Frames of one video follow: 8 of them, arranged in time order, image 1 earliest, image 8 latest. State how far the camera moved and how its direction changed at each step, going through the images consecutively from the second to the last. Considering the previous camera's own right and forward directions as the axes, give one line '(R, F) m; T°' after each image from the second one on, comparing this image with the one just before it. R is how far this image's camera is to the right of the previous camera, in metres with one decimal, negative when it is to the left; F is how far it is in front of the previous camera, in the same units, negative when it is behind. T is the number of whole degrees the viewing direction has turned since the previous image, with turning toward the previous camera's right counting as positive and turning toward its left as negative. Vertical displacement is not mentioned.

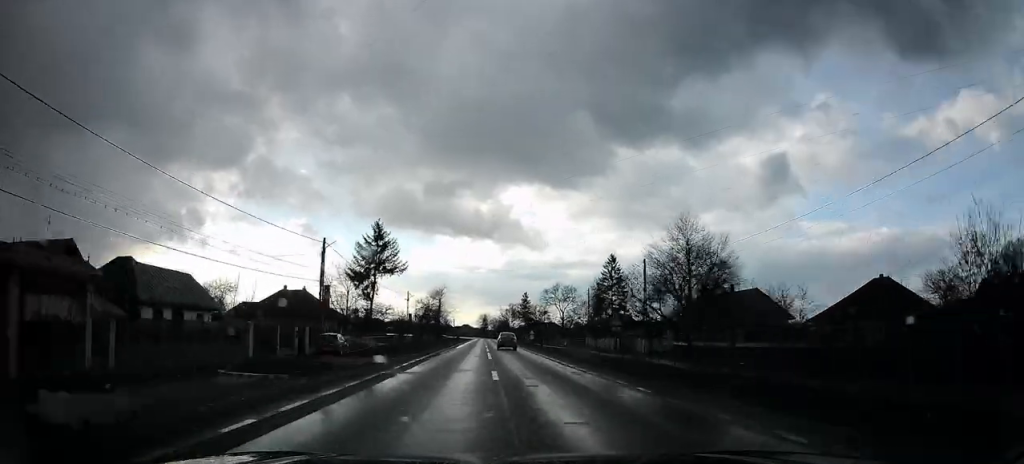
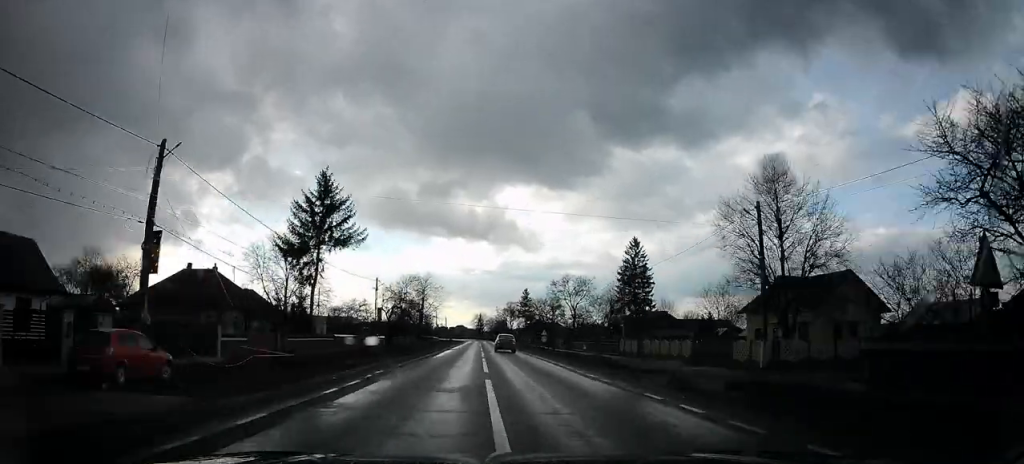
(-0.1, +20.1) m; 0°
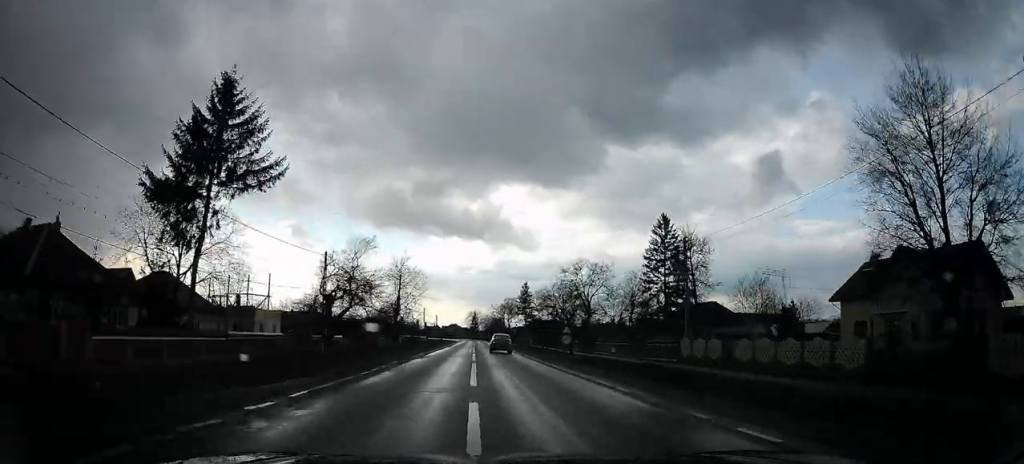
(-0.1, +17.6) m; +1°
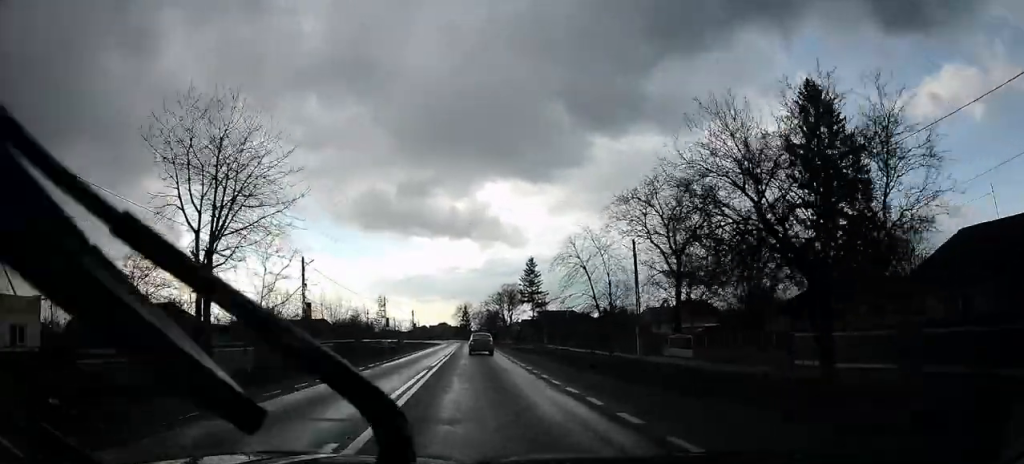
(+0.1, +40.5) m; -2°
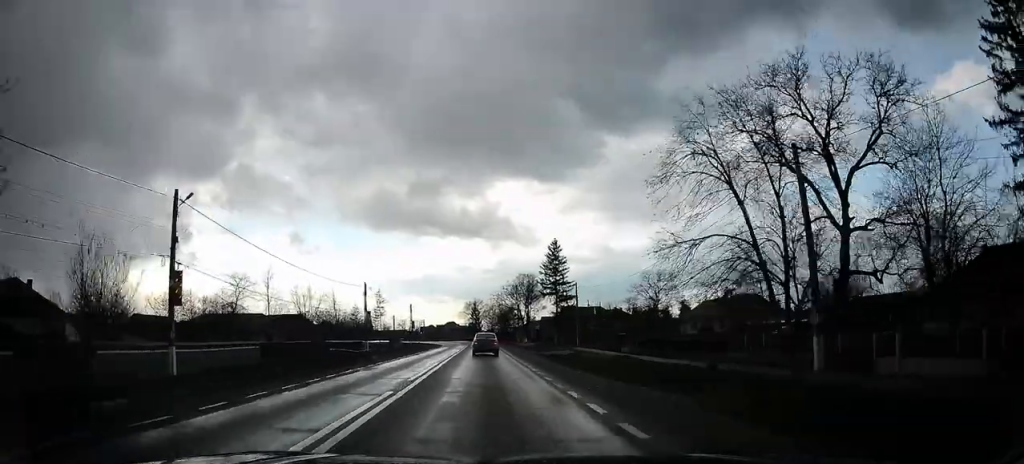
(-0.1, +19.9) m; +1°
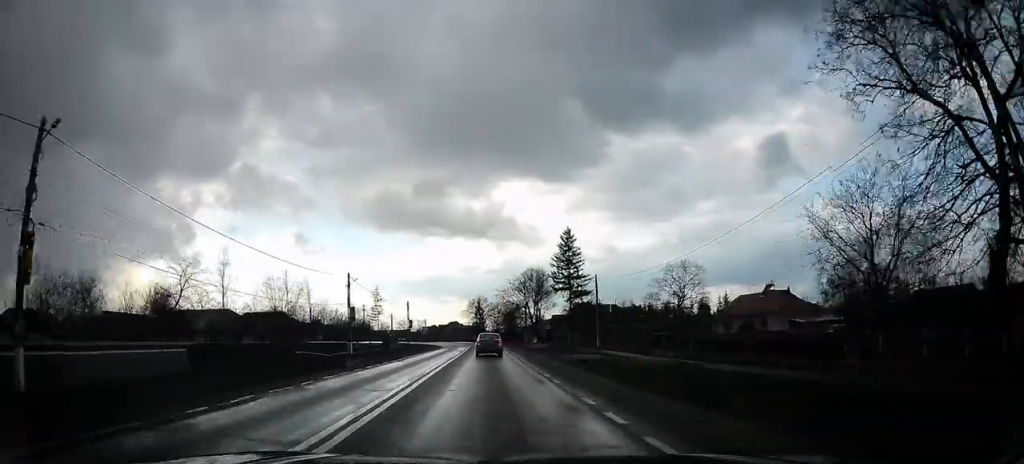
(+0.1, +9.4) m; +1°
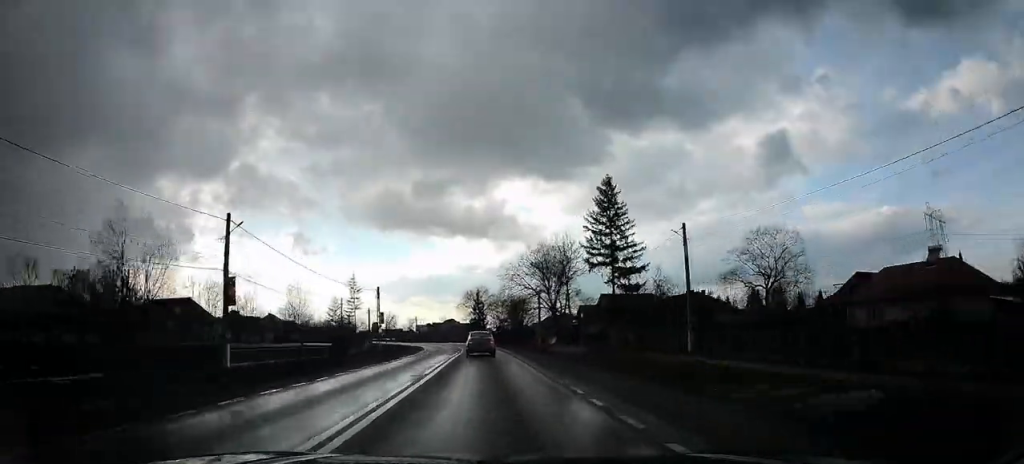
(+0.7, +25.6) m; 0°
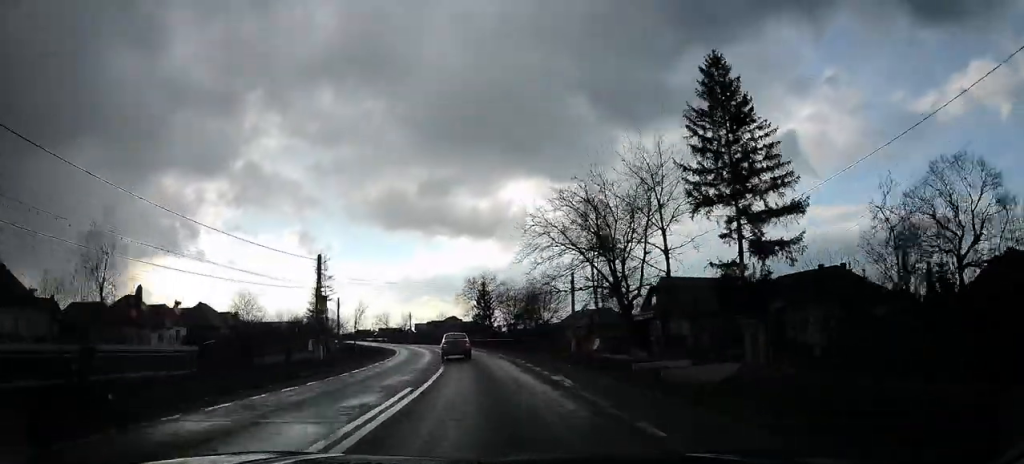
(-0.8, +25.5) m; -4°
